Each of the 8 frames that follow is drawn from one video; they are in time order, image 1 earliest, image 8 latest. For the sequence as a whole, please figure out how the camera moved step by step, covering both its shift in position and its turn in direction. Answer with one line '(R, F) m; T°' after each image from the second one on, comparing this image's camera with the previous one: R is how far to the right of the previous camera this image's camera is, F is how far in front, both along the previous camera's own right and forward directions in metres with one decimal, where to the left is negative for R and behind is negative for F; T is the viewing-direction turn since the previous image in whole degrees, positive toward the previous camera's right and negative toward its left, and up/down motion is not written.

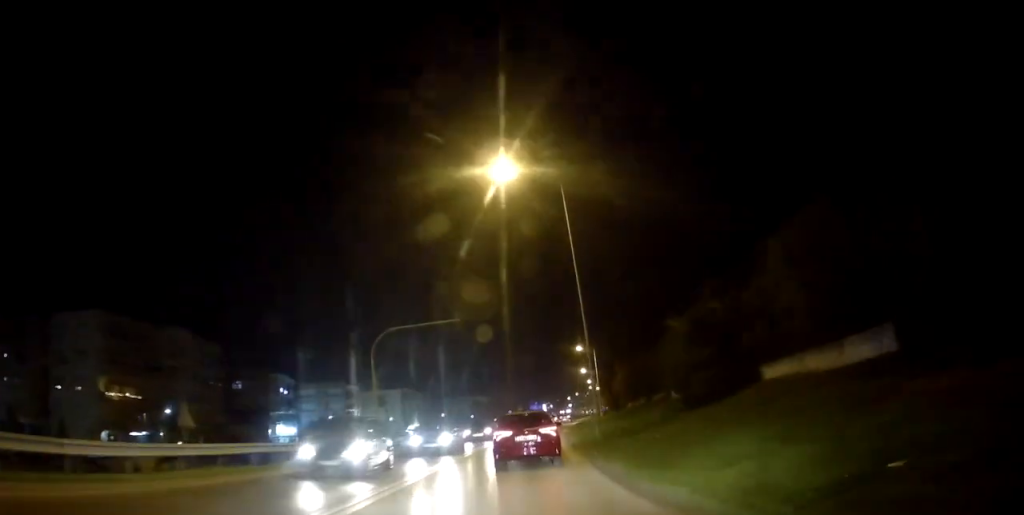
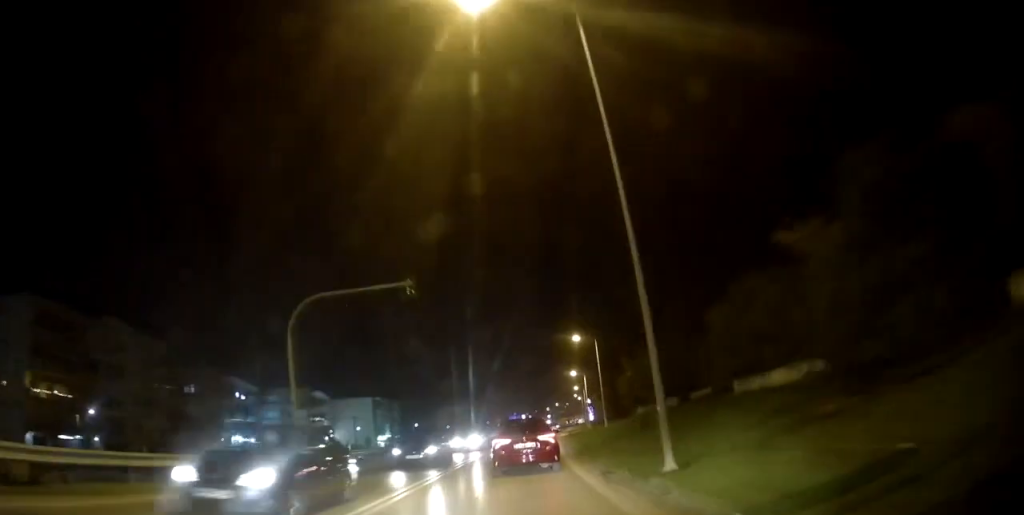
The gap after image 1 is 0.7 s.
(-0.1, +10.0) m; +2°
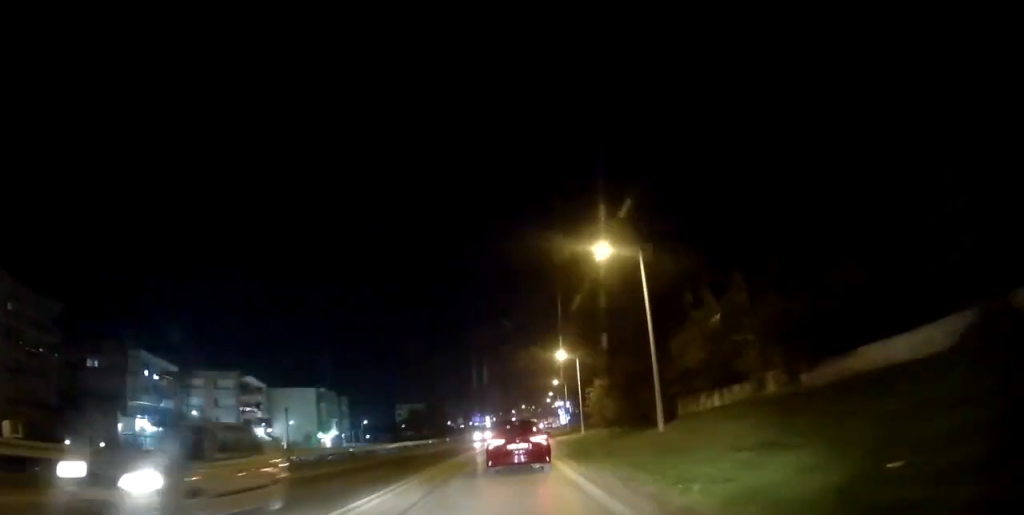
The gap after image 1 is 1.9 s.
(+0.6, +18.1) m; +2°
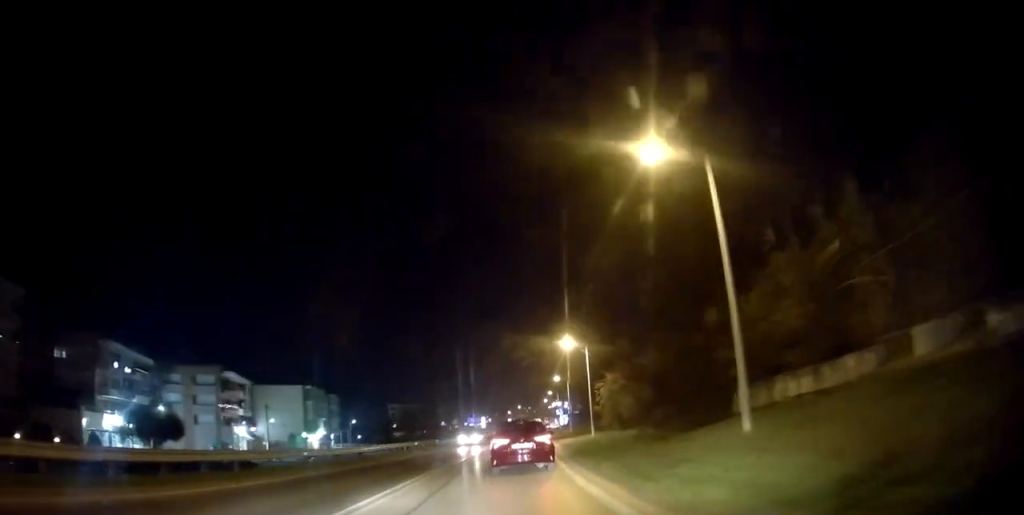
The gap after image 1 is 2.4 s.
(0.0, +6.3) m; 0°
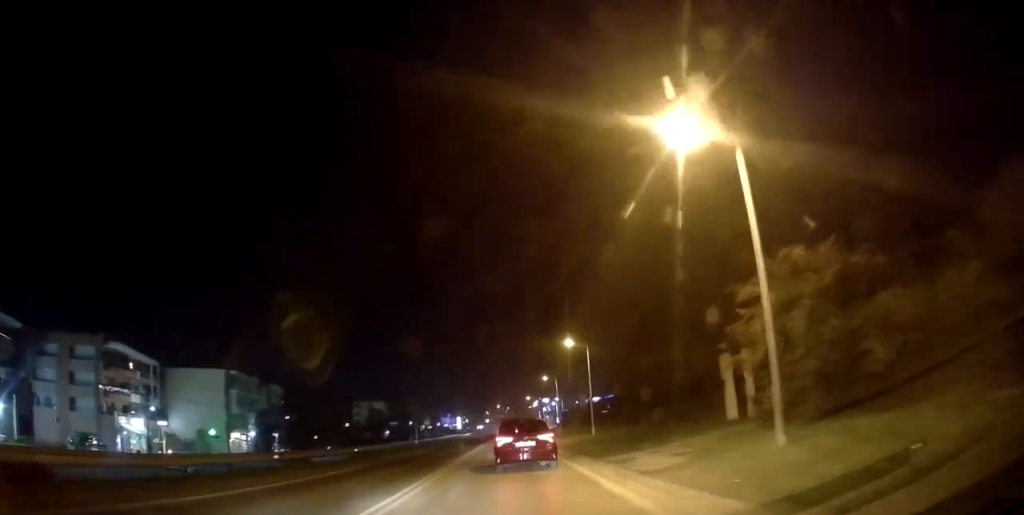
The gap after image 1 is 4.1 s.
(0.0, +26.0) m; +1°
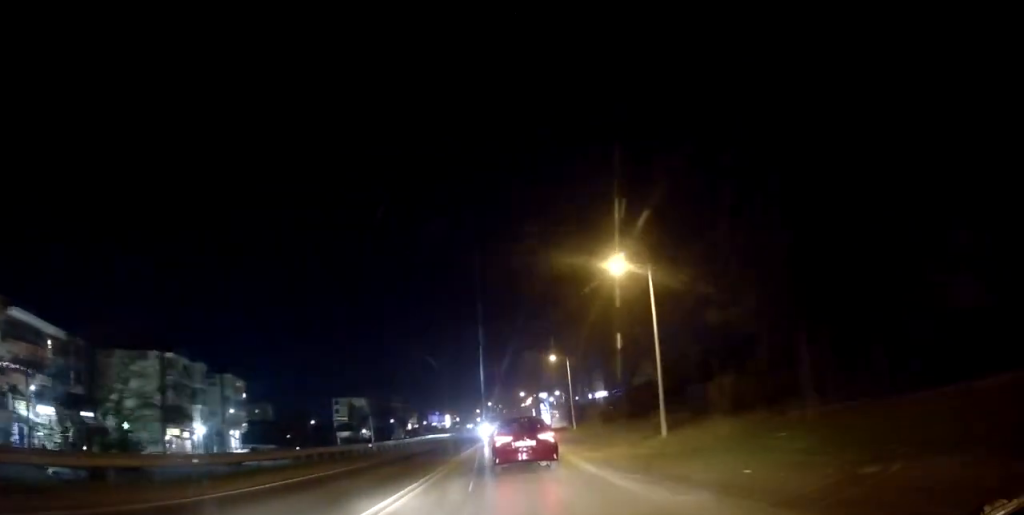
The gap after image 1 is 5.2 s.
(+0.5, +16.8) m; +4°
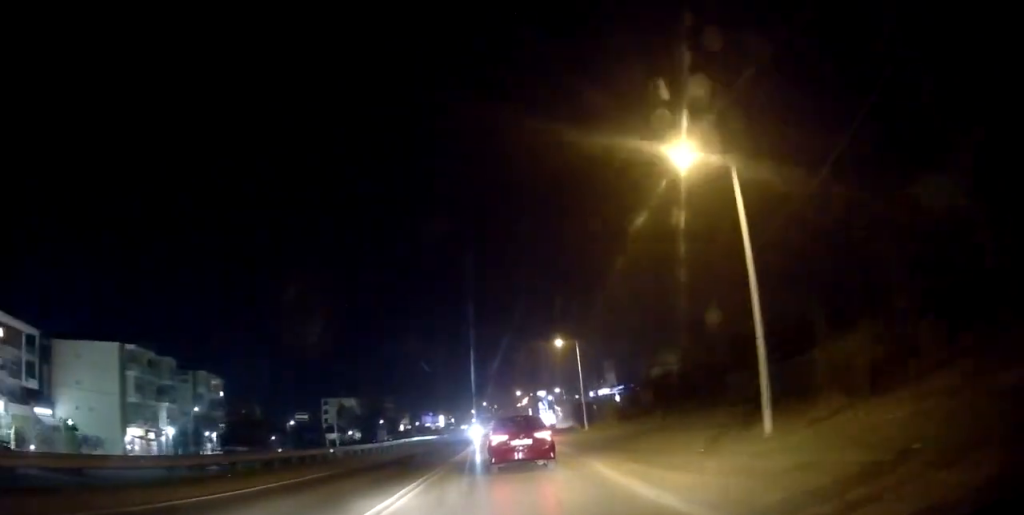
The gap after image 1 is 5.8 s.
(+0.4, +8.2) m; +1°
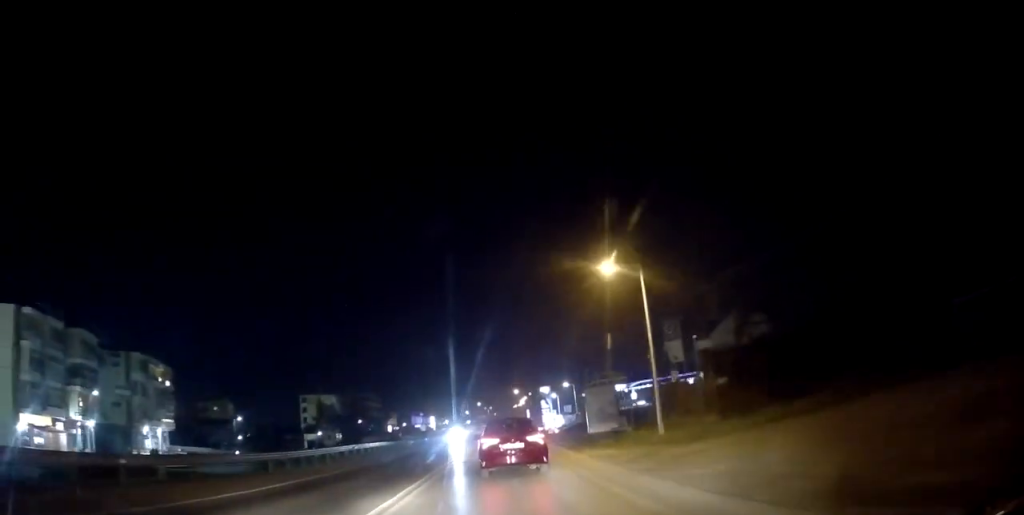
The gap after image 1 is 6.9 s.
(-0.4, +18.2) m; -1°
